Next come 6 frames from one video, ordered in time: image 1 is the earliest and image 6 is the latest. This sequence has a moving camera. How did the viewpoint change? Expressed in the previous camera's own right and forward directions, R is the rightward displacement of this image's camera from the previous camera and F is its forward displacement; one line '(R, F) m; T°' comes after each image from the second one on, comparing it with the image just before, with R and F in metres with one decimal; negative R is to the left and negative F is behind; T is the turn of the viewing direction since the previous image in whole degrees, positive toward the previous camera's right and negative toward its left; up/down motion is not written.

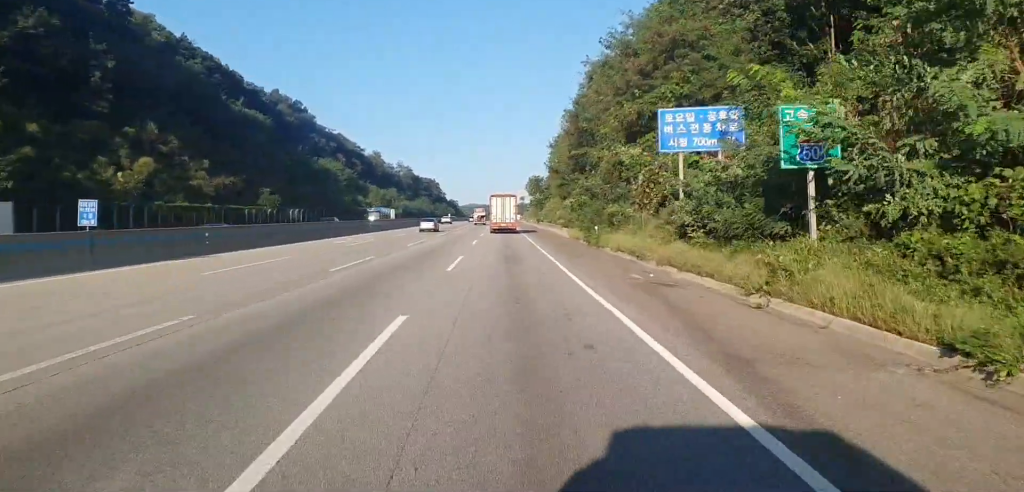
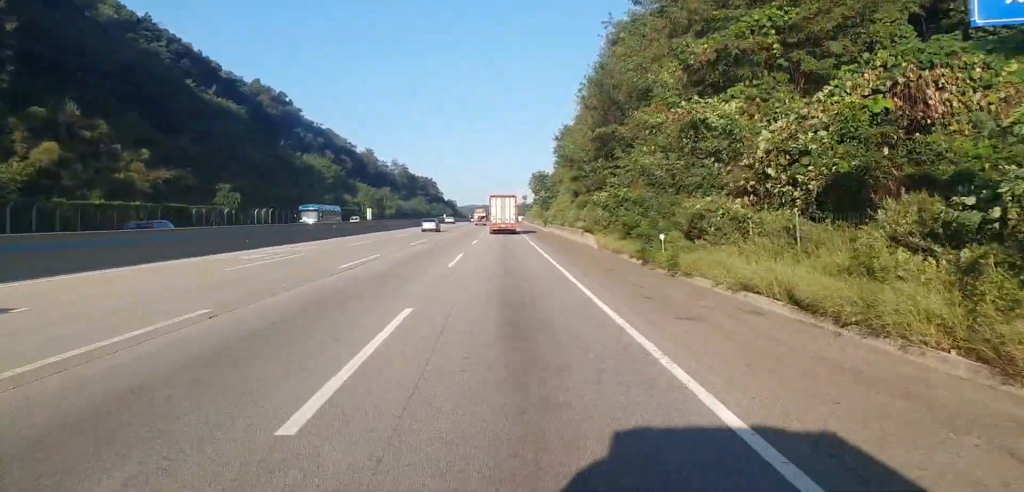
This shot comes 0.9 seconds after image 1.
(-0.1, +18.0) m; 0°
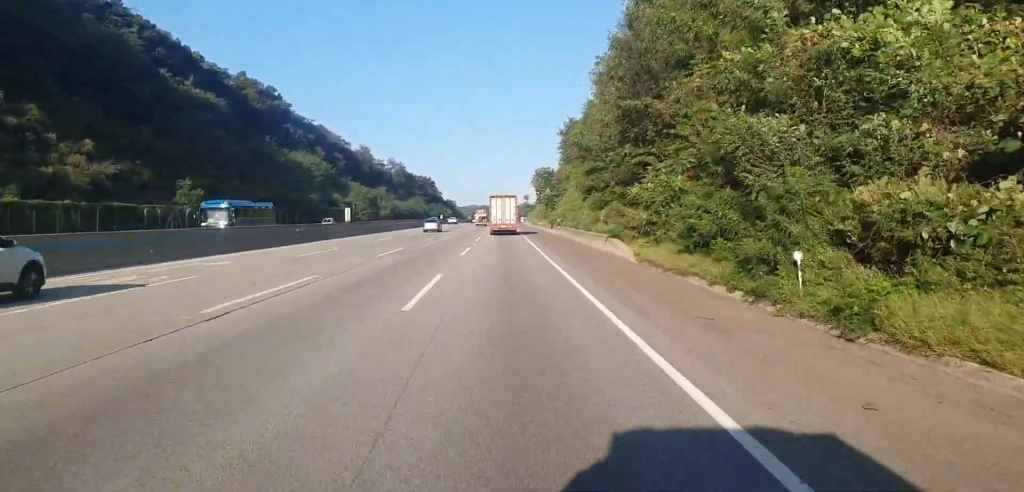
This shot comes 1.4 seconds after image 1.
(-0.2, +11.1) m; 0°
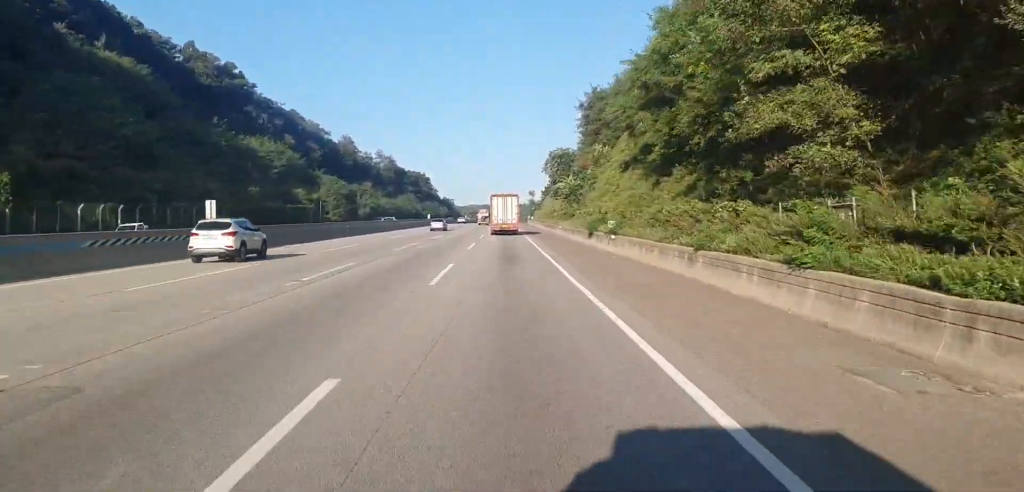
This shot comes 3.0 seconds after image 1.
(+0.1, +34.4) m; -1°
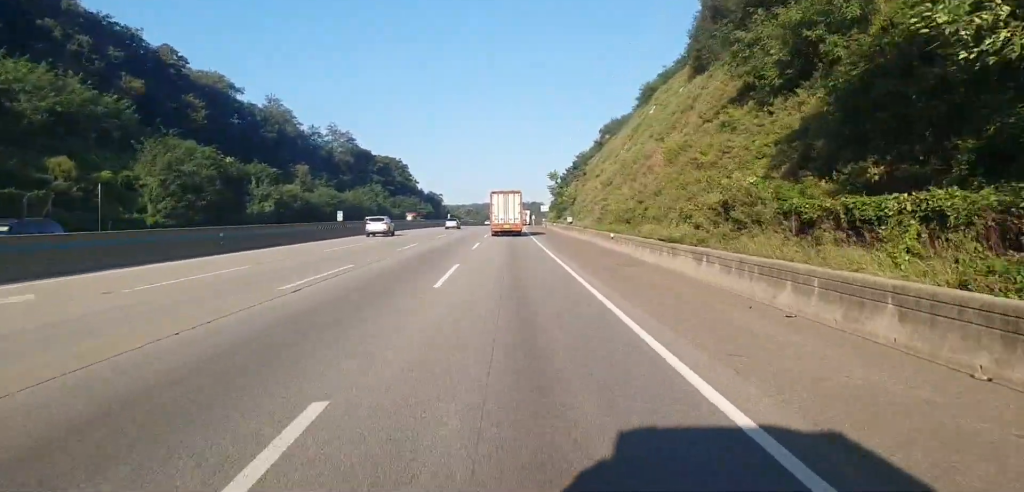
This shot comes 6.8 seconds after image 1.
(+0.9, +81.3) m; +1°
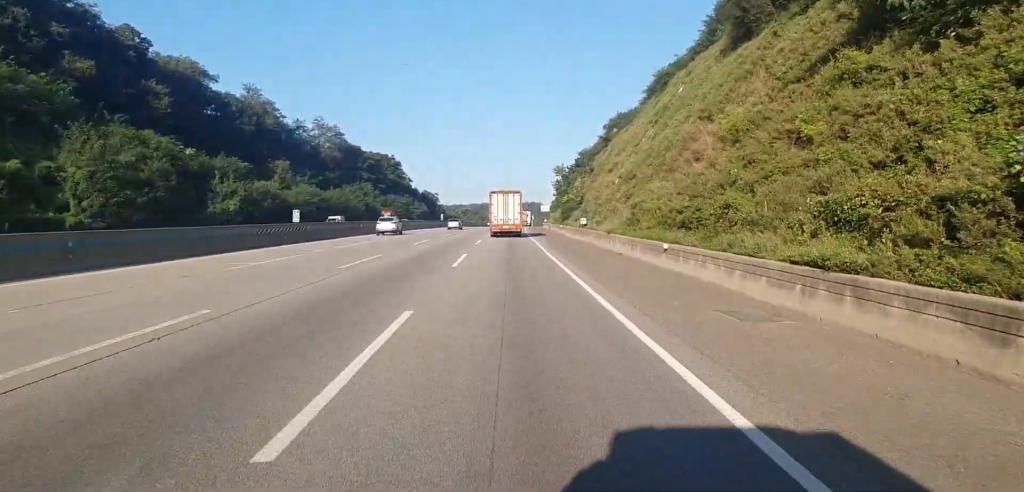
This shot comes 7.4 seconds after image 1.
(-0.1, +13.1) m; +1°
